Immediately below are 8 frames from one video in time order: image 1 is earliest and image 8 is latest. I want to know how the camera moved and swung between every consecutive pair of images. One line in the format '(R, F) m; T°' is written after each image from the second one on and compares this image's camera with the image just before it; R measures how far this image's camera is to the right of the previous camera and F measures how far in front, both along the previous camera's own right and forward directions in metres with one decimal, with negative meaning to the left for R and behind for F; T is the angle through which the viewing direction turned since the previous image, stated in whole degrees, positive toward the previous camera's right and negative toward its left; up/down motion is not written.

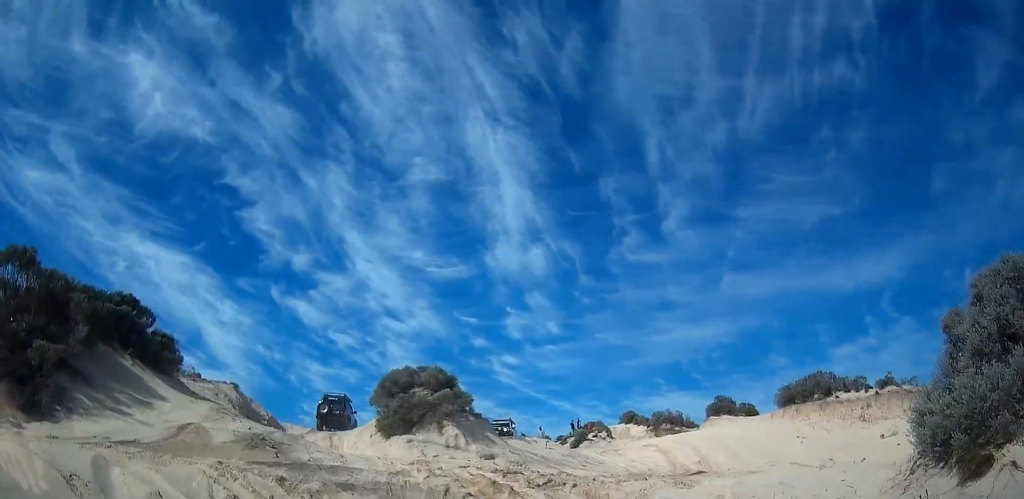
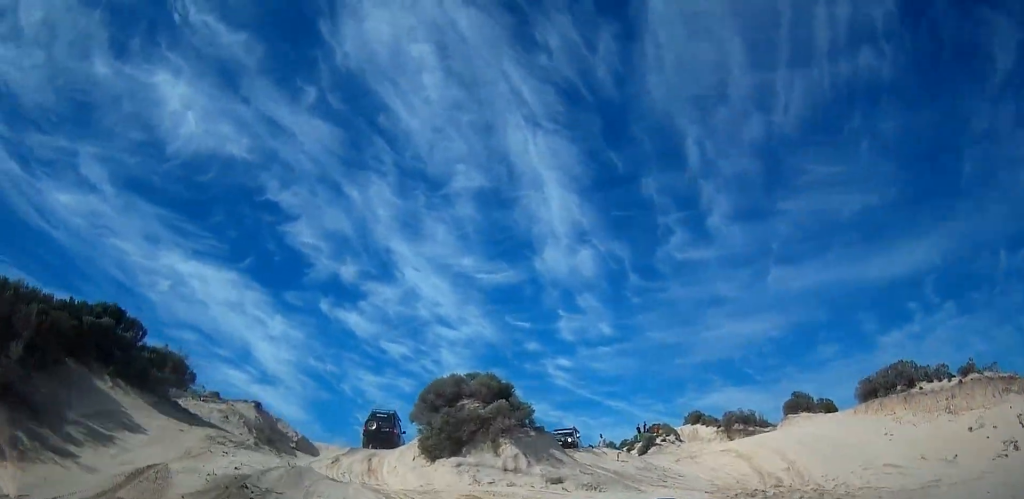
(-0.1, +3.6) m; -4°
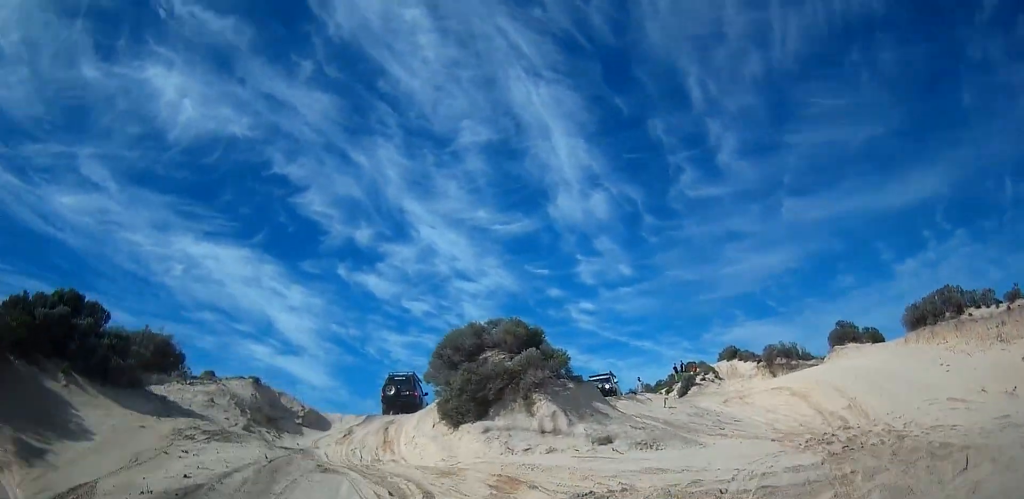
(-0.1, +2.7) m; -2°
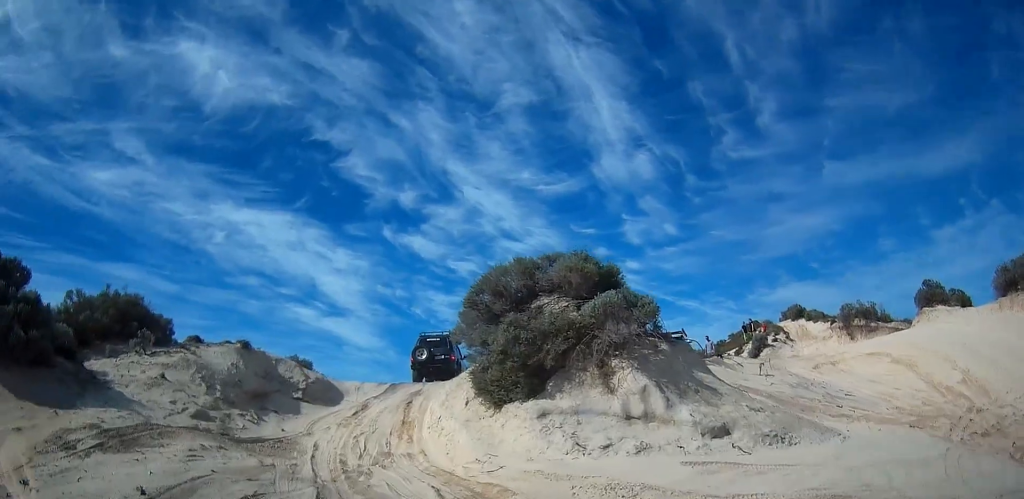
(-0.2, +4.8) m; -3°
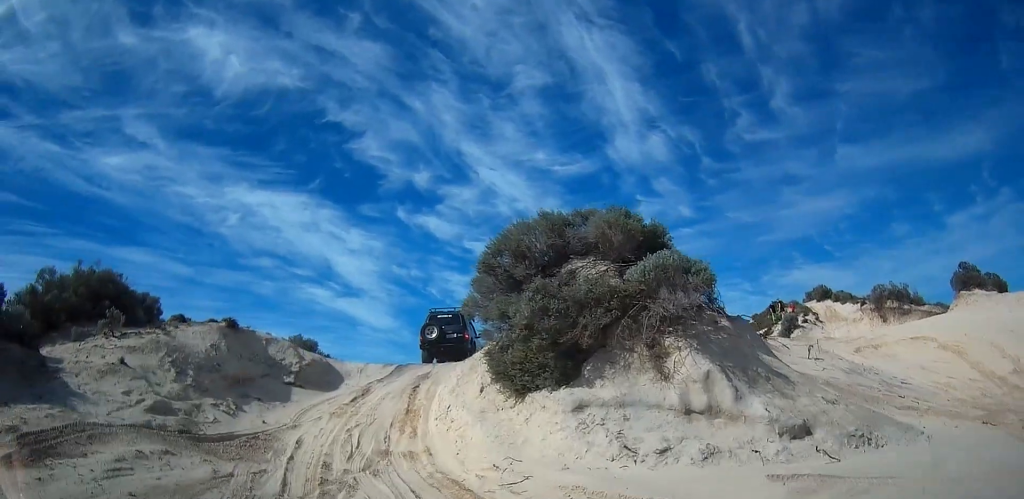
(0.0, +2.1) m; -1°
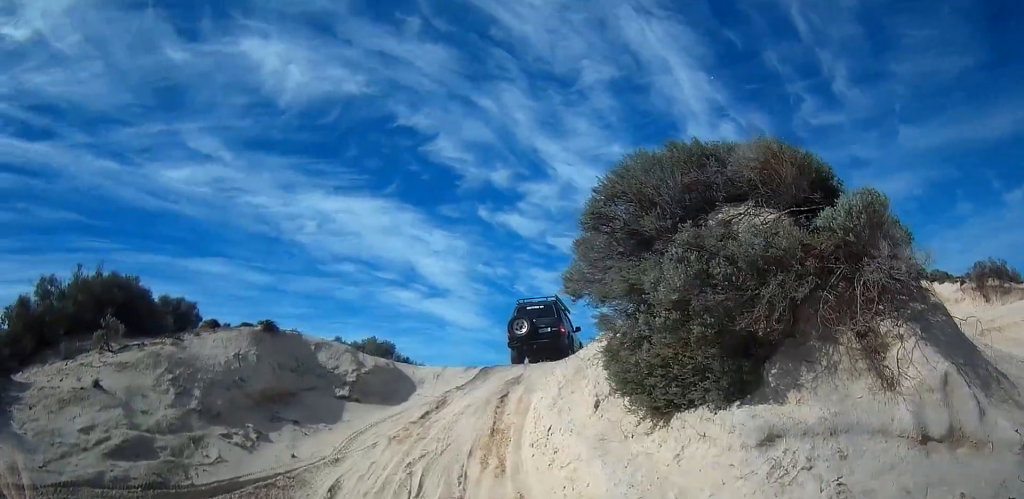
(0.0, +3.3) m; -4°
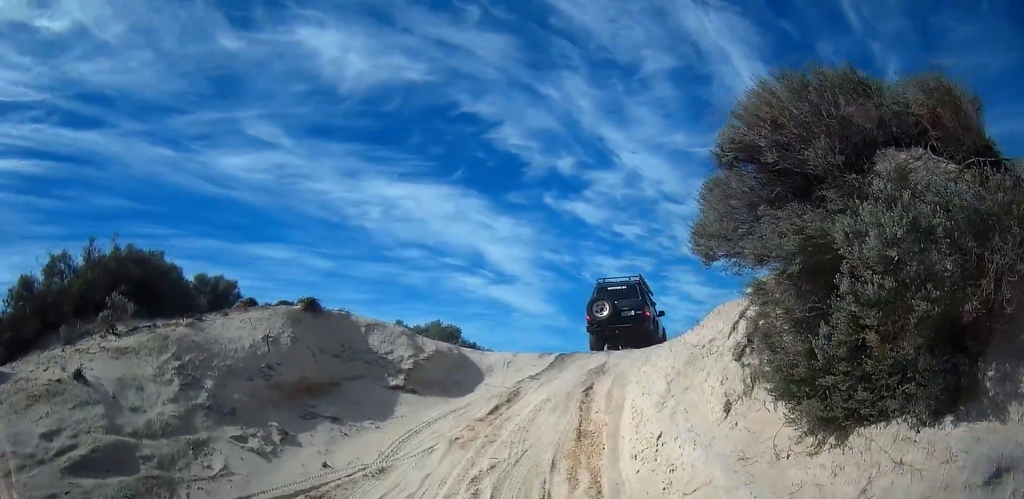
(-0.1, +2.1) m; -5°
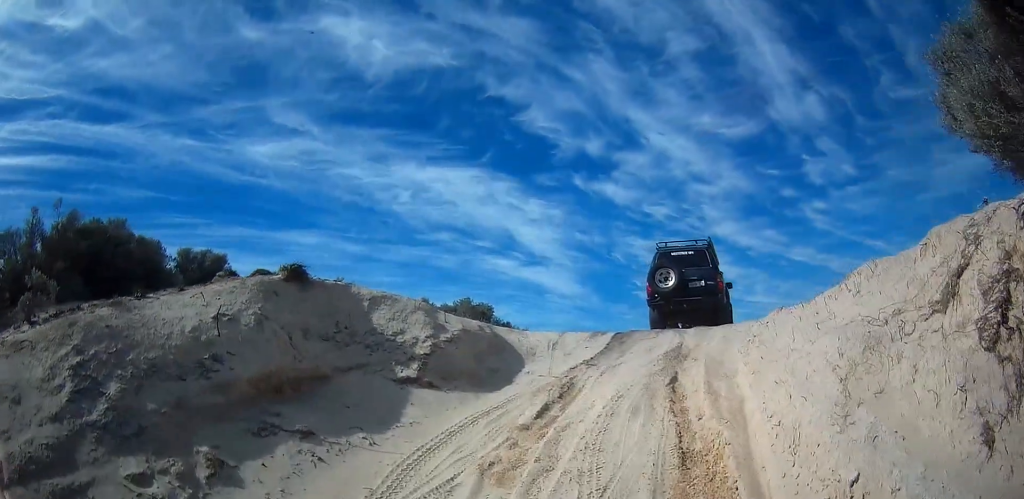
(-0.4, +3.3) m; -4°
